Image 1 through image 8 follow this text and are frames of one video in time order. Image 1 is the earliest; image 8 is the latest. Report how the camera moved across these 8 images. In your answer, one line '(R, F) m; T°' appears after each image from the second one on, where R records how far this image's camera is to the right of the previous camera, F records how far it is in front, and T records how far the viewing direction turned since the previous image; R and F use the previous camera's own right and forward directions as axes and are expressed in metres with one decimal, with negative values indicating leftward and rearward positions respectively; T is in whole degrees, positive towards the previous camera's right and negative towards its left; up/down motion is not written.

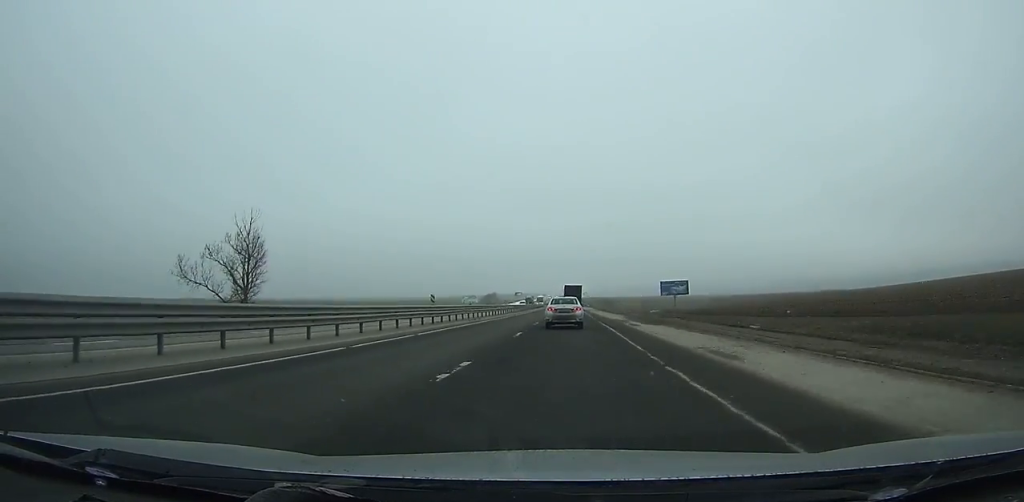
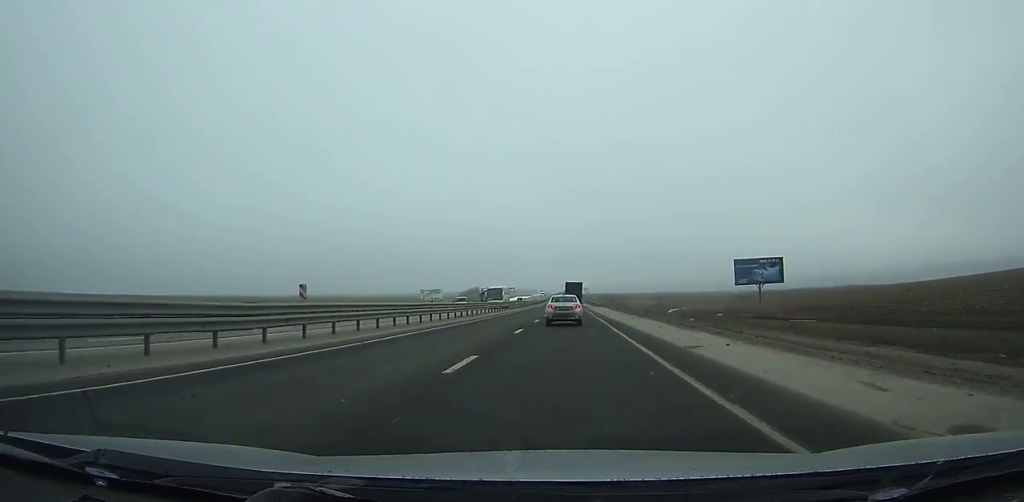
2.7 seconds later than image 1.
(0.0, +58.0) m; 0°
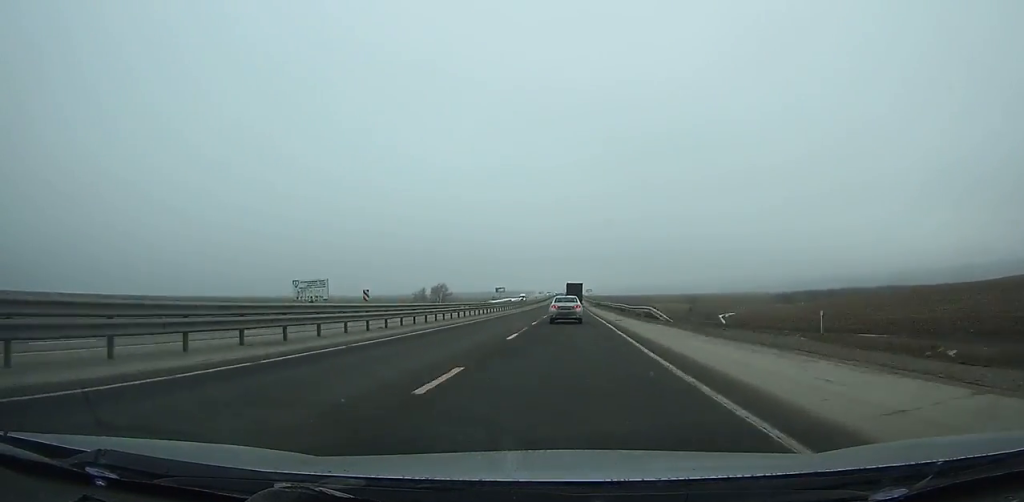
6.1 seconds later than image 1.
(0.0, +74.5) m; 0°
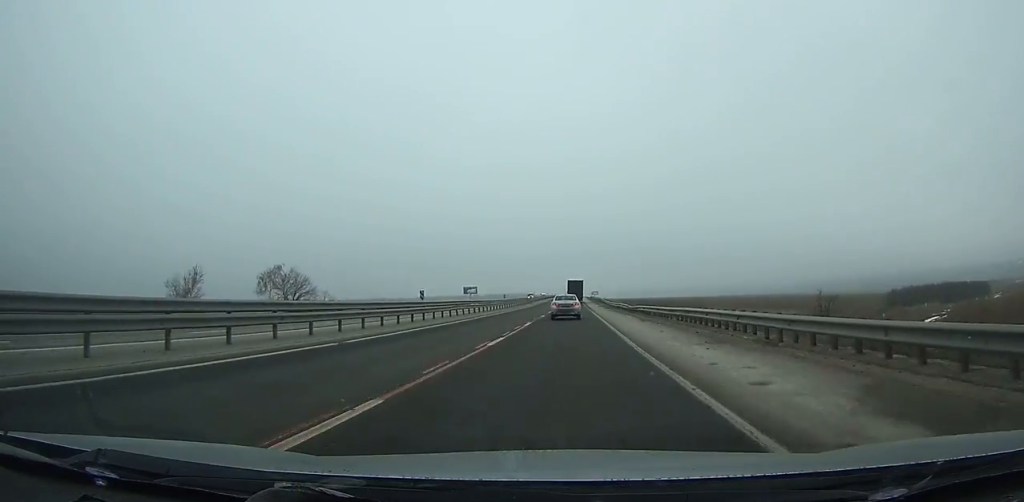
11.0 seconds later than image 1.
(+0.1, +110.5) m; 0°
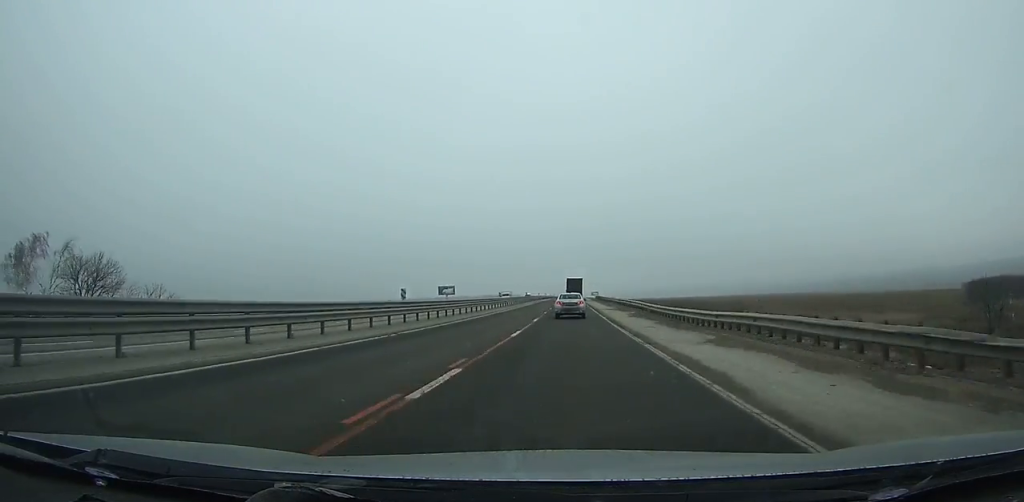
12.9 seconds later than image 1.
(+0.1, +43.6) m; 0°
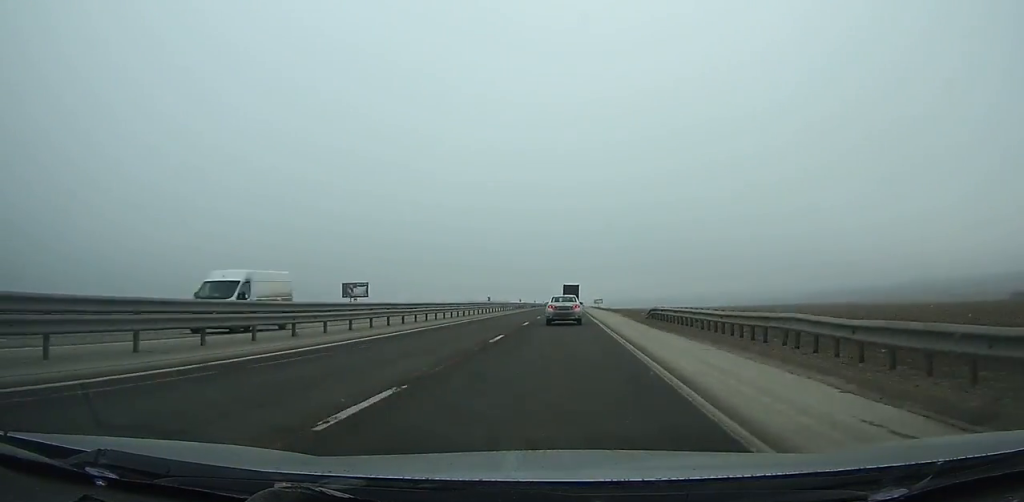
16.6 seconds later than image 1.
(0.0, +84.6) m; 0°
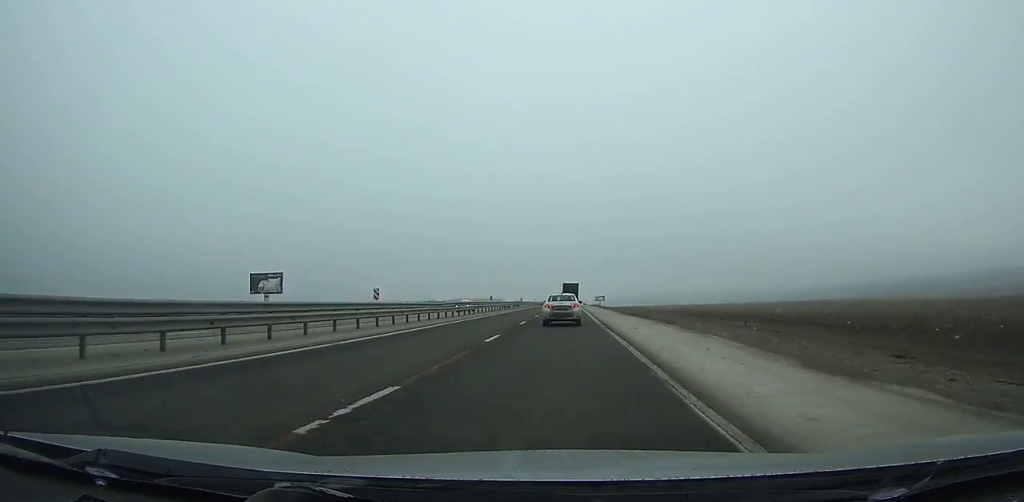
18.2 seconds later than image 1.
(+0.1, +36.3) m; 0°
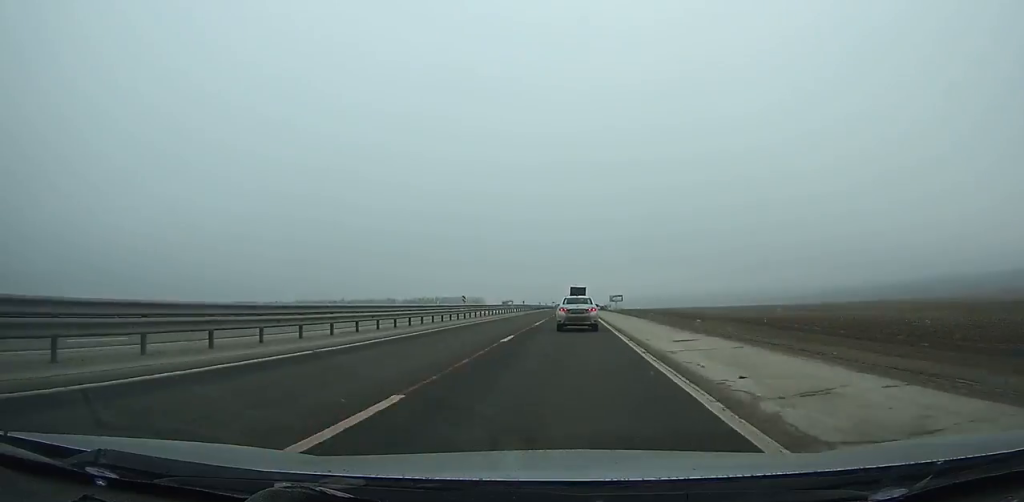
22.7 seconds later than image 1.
(-0.2, +100.9) m; 0°
